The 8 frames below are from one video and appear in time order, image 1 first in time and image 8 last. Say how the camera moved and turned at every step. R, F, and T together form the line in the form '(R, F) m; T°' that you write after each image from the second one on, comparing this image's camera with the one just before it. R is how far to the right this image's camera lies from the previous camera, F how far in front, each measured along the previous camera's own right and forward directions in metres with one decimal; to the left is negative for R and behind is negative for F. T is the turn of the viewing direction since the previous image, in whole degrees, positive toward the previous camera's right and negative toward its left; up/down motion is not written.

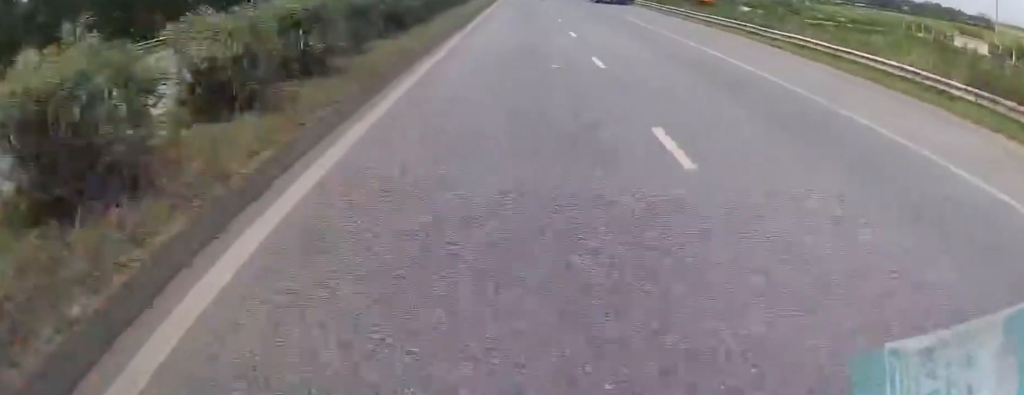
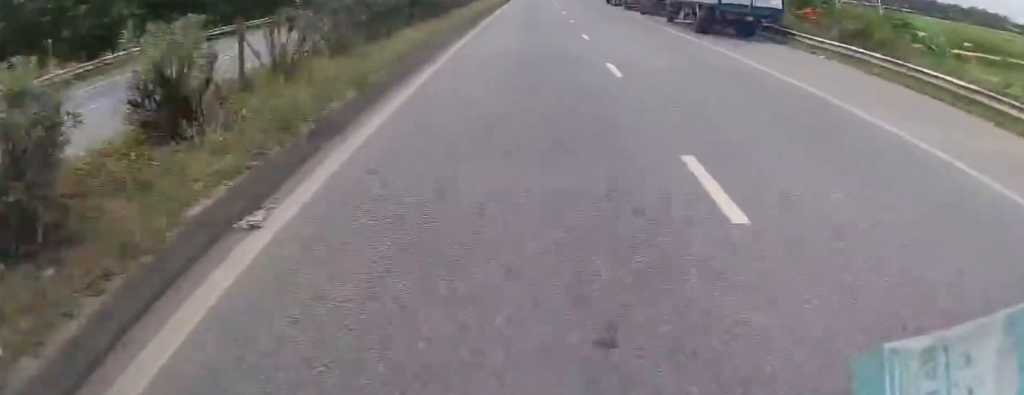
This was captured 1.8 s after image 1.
(-0.1, +33.8) m; 0°
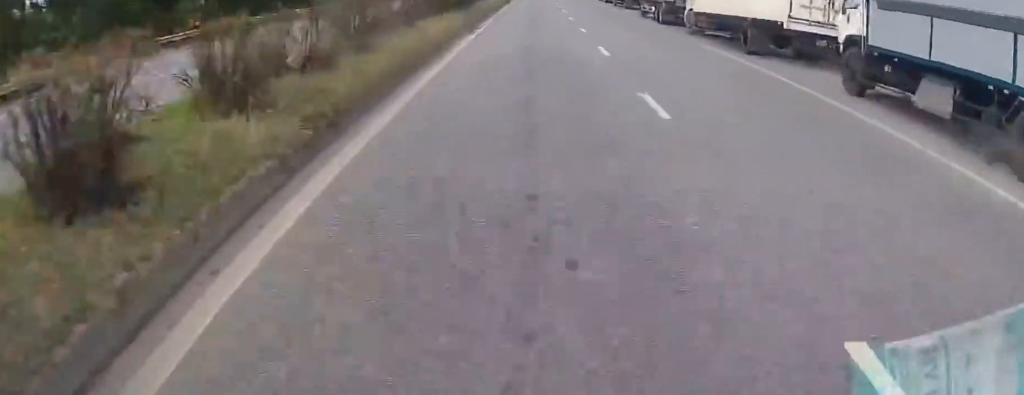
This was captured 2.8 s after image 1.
(0.0, +20.2) m; 0°
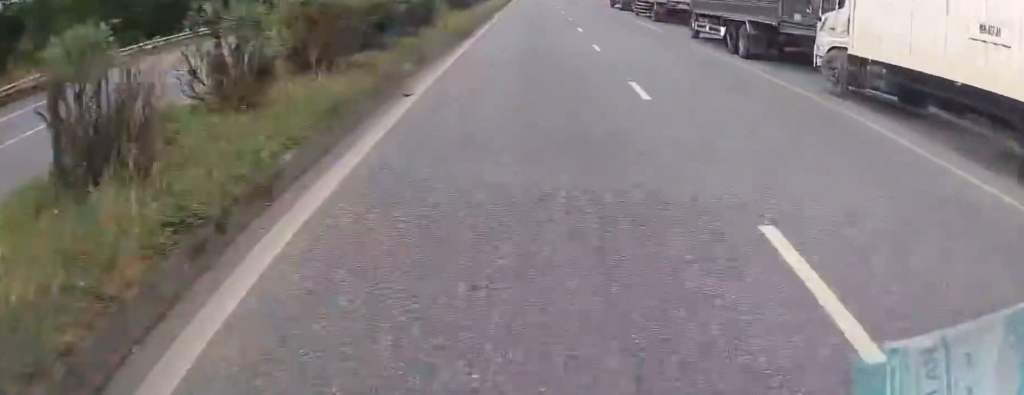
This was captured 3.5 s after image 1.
(+0.1, +14.5) m; 0°
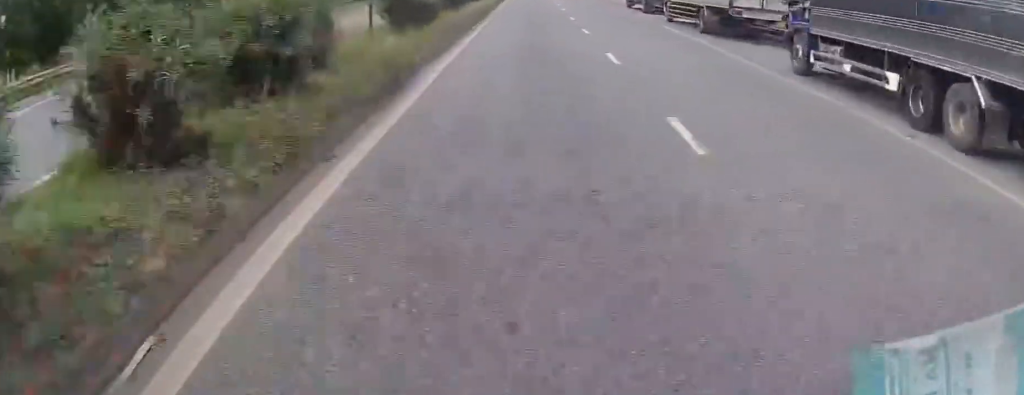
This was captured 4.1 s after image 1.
(0.0, +12.0) m; 0°
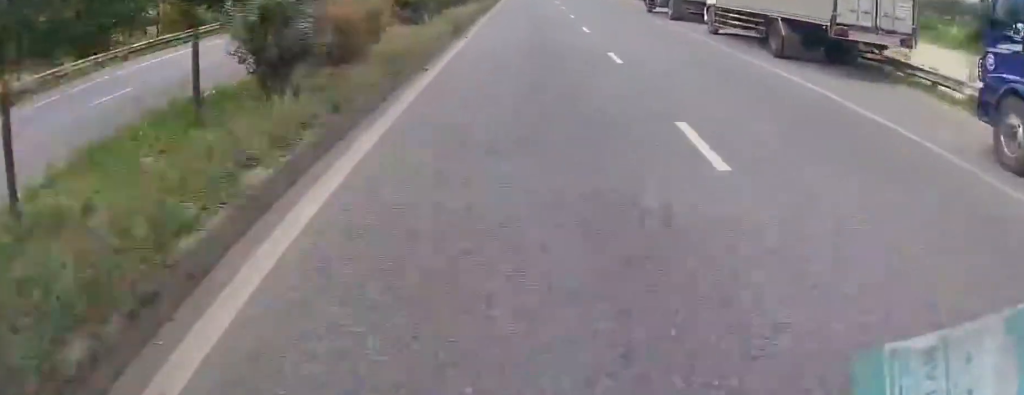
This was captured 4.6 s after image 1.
(0.0, +8.6) m; 0°
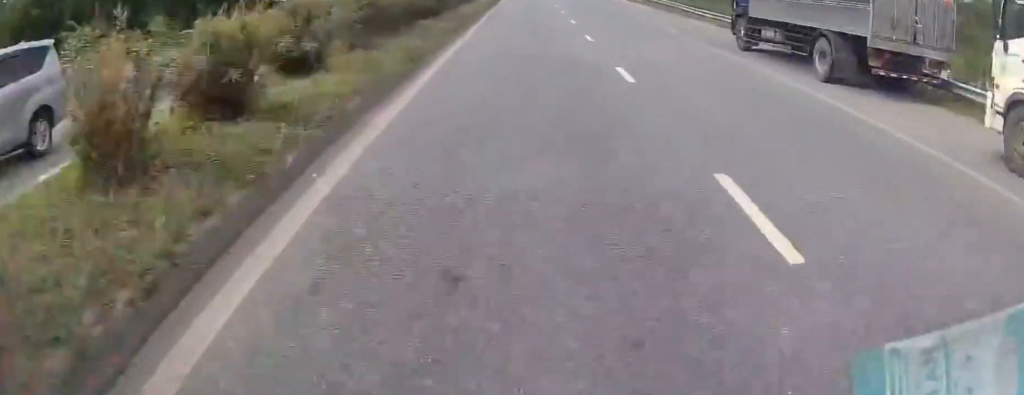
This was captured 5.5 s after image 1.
(0.0, +18.1) m; 0°
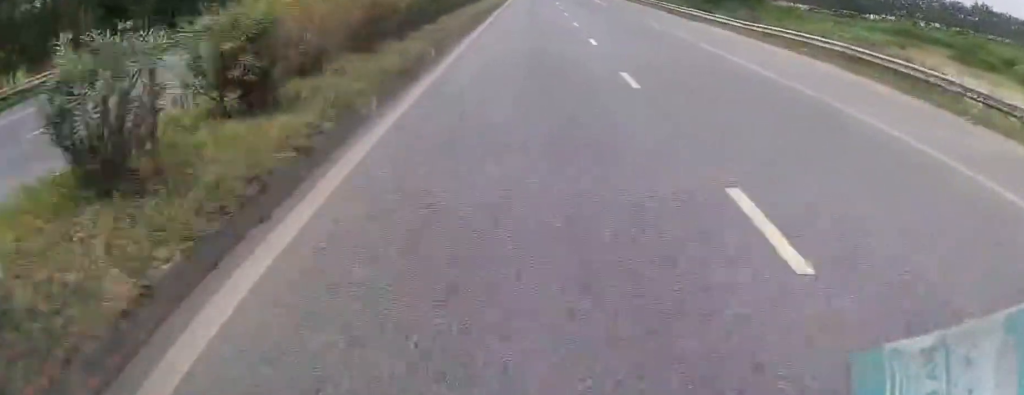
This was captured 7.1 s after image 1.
(+0.1, +32.5) m; 0°
